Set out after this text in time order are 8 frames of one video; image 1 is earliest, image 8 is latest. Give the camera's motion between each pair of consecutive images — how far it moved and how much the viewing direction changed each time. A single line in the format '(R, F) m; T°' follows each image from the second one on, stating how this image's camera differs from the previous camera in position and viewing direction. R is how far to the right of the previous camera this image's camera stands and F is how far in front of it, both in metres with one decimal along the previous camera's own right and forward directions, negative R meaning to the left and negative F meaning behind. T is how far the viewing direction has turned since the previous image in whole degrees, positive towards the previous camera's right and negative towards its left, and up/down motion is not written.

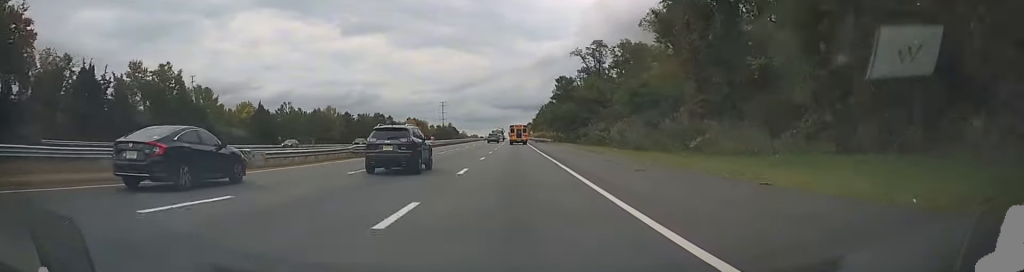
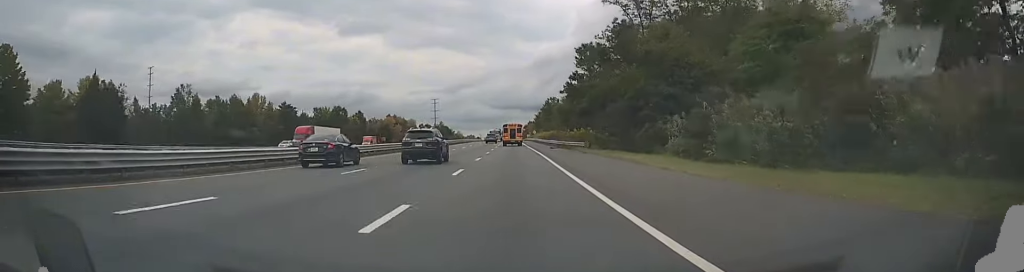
(+0.1, +47.9) m; +1°
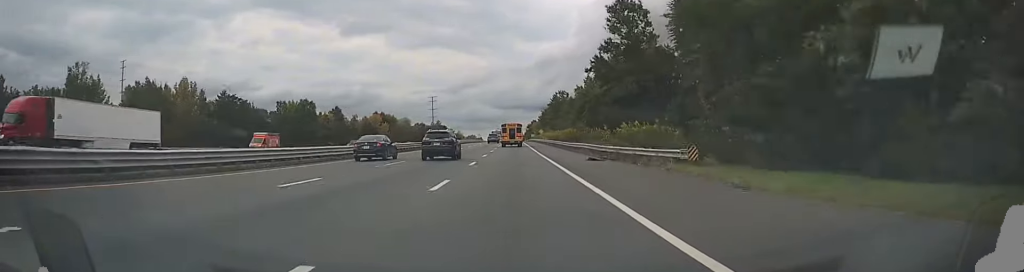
(+0.1, +25.7) m; 0°
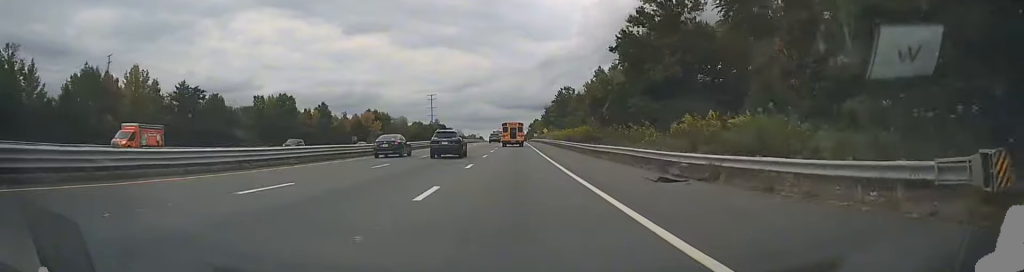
(0.0, +12.6) m; 0°
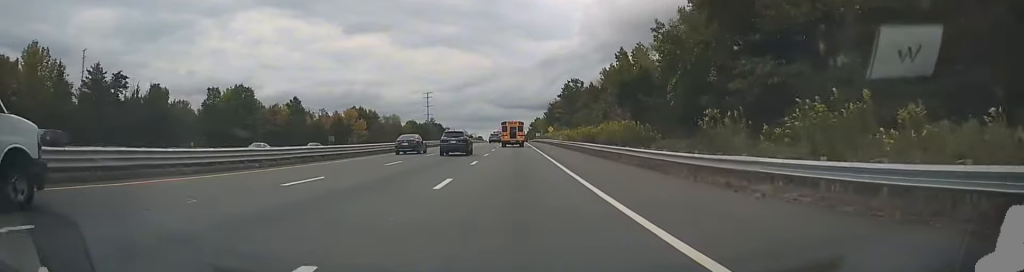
(-0.1, +18.7) m; 0°
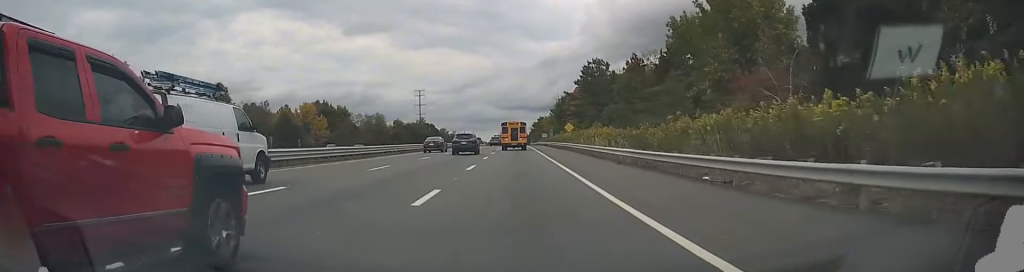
(-0.2, +36.8) m; 0°
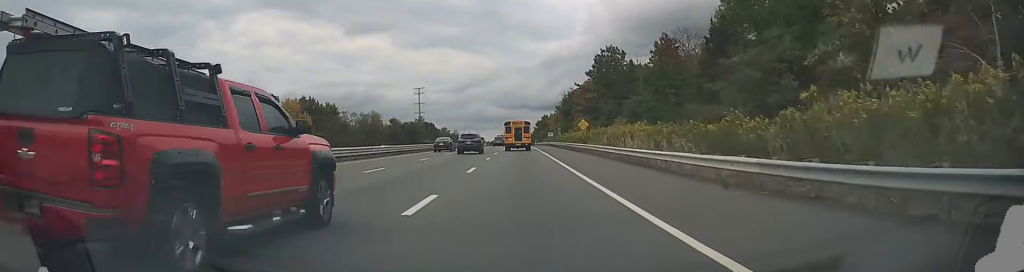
(0.0, +13.3) m; 0°
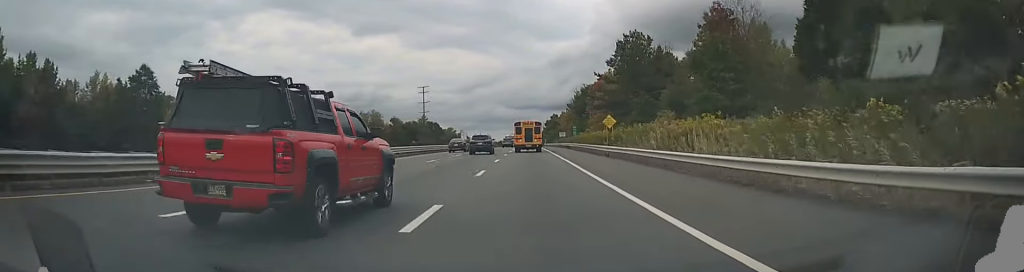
(0.0, +13.7) m; 0°
